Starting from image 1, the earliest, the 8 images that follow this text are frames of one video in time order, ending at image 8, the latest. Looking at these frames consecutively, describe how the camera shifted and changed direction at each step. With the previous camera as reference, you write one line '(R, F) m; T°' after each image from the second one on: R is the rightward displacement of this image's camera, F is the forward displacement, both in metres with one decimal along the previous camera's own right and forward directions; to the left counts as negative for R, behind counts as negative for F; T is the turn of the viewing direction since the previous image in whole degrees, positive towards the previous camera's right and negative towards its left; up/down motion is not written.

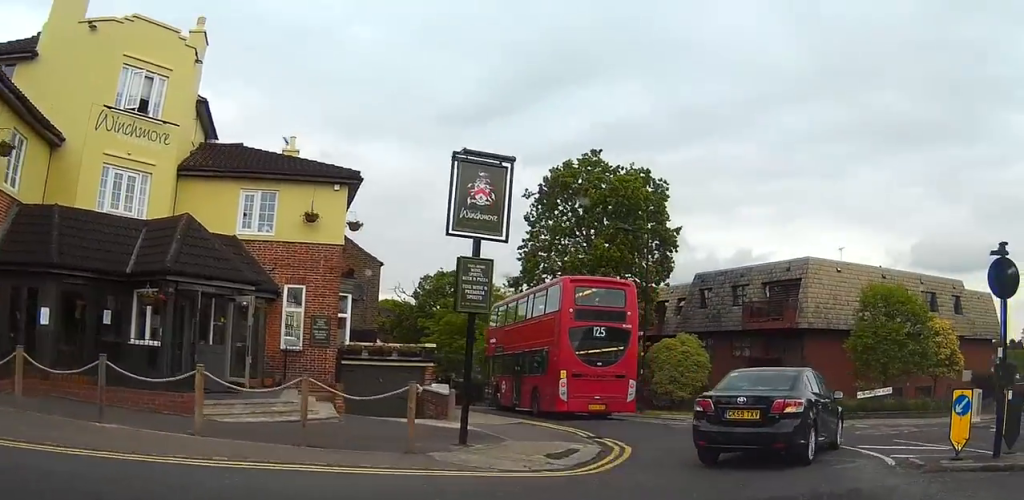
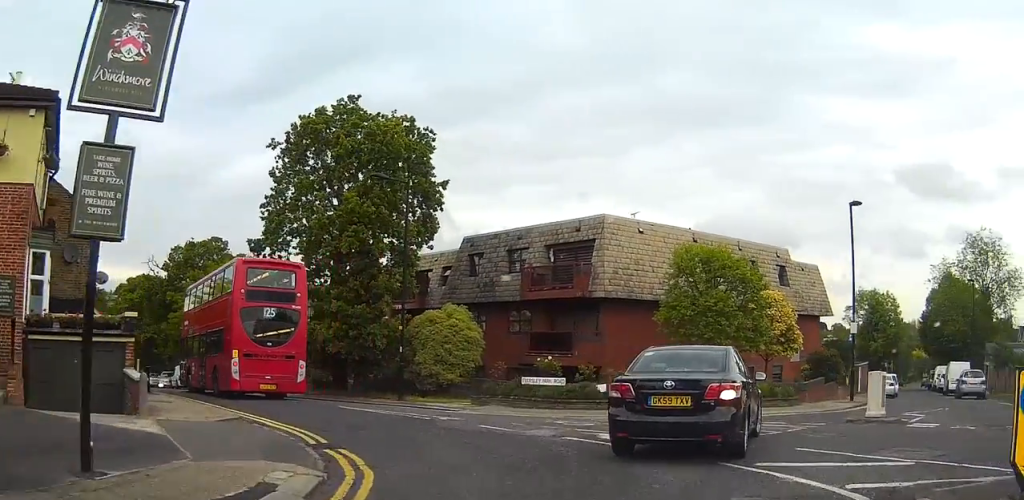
(+0.9, +5.7) m; +13°
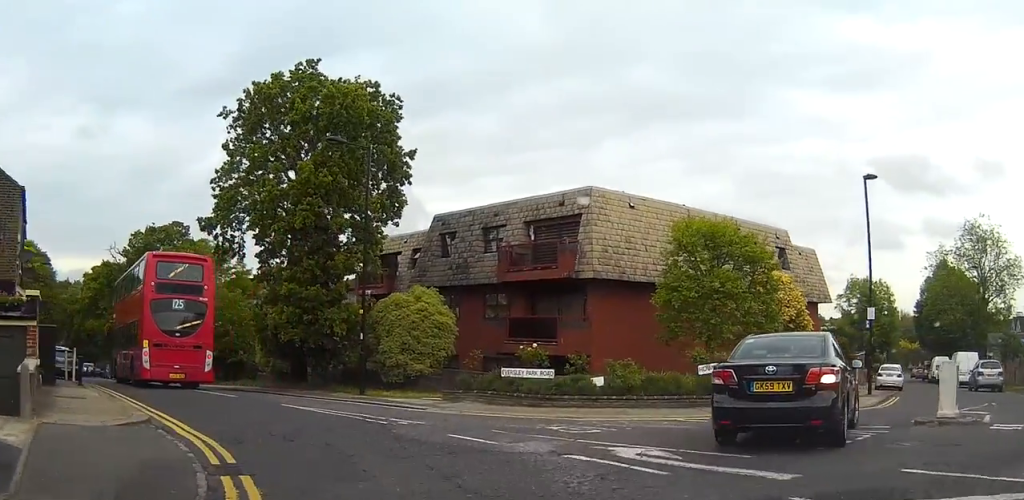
(+0.2, +3.5) m; +3°
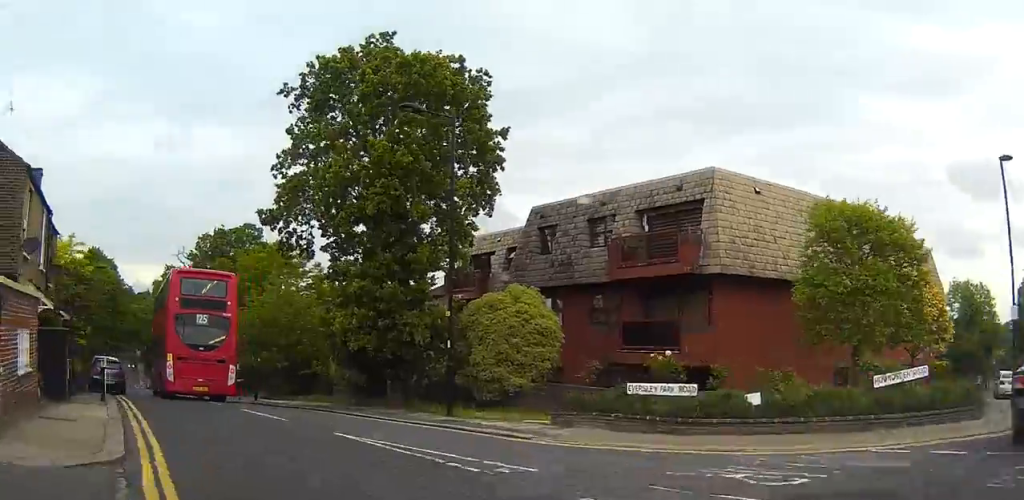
(+0.2, +4.0) m; -2°
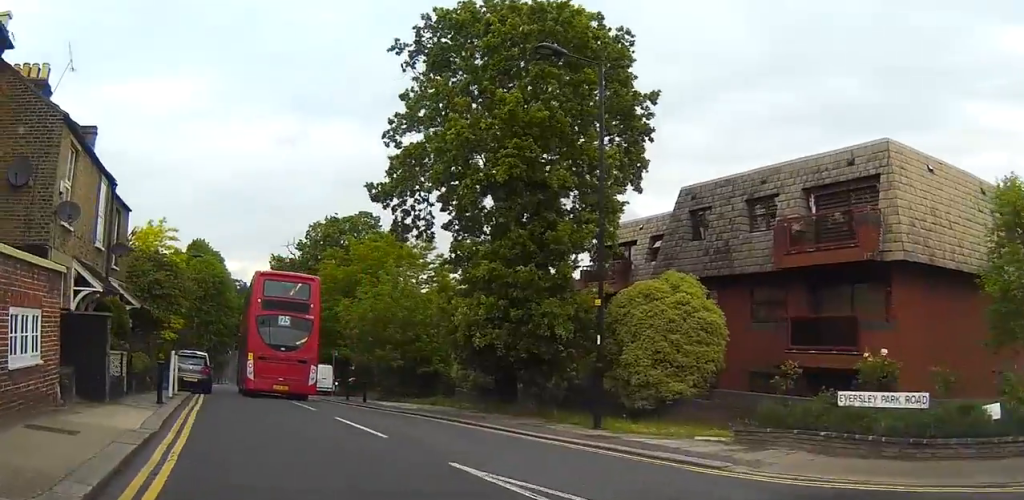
(-0.2, +3.6) m; -6°
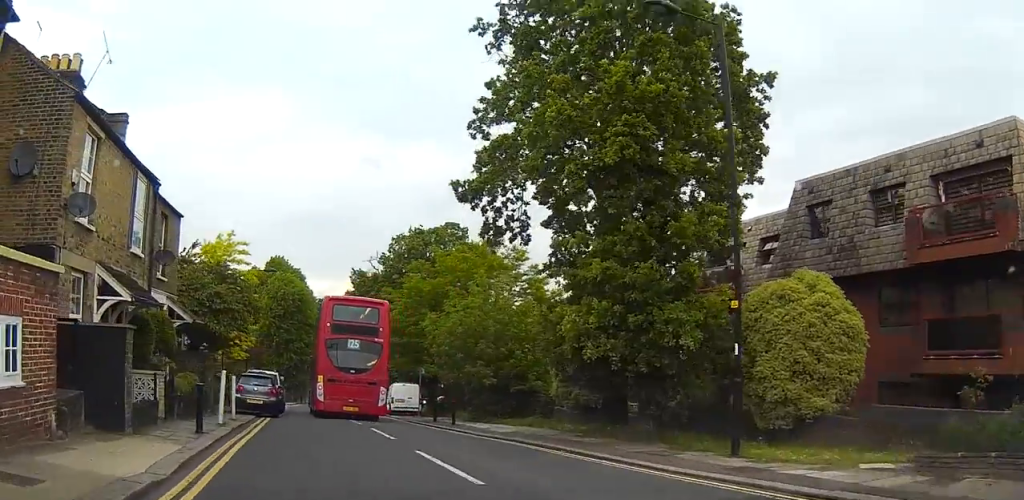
(-0.1, +2.7) m; -4°
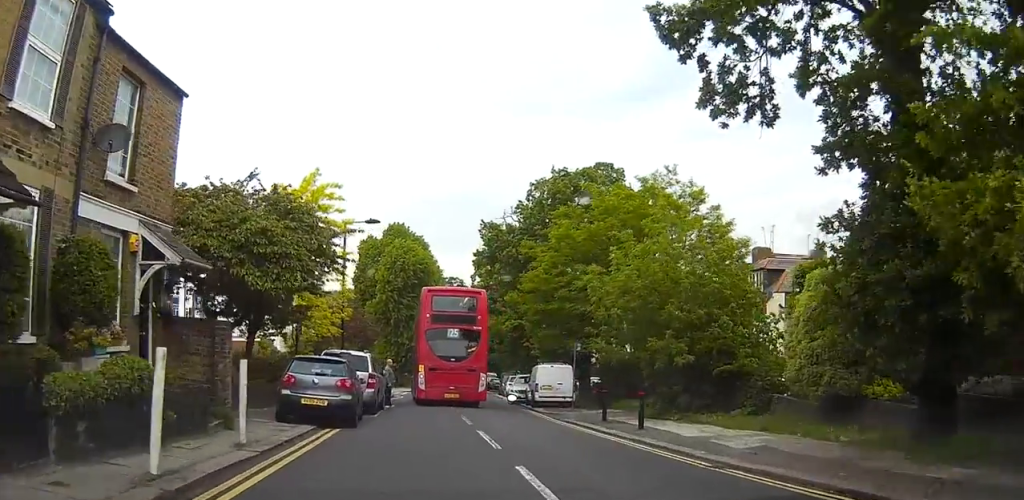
(-1.0, +9.1) m; -9°
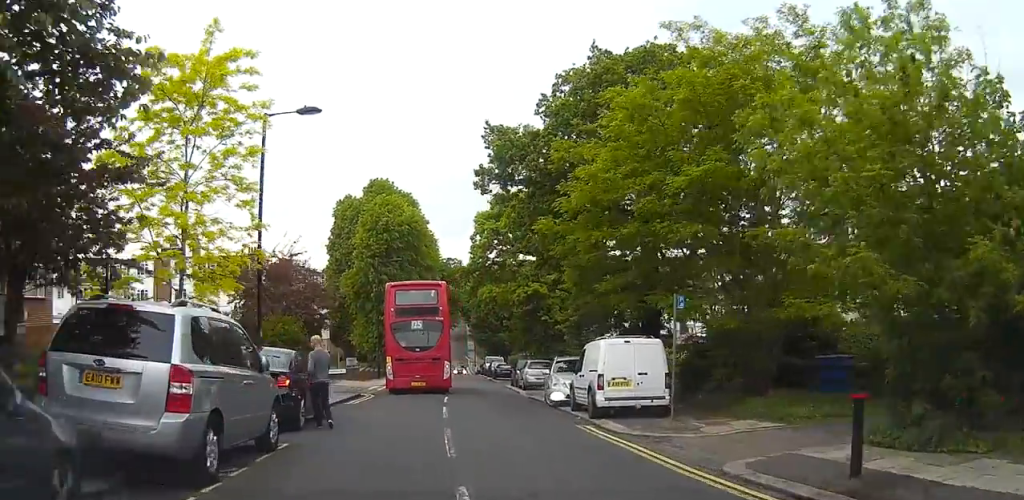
(-0.4, +13.6) m; -4°
